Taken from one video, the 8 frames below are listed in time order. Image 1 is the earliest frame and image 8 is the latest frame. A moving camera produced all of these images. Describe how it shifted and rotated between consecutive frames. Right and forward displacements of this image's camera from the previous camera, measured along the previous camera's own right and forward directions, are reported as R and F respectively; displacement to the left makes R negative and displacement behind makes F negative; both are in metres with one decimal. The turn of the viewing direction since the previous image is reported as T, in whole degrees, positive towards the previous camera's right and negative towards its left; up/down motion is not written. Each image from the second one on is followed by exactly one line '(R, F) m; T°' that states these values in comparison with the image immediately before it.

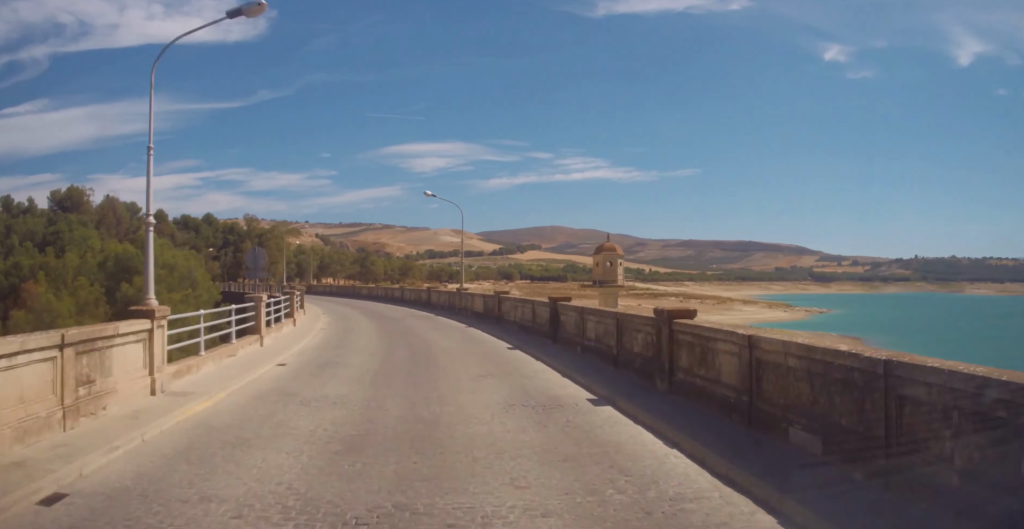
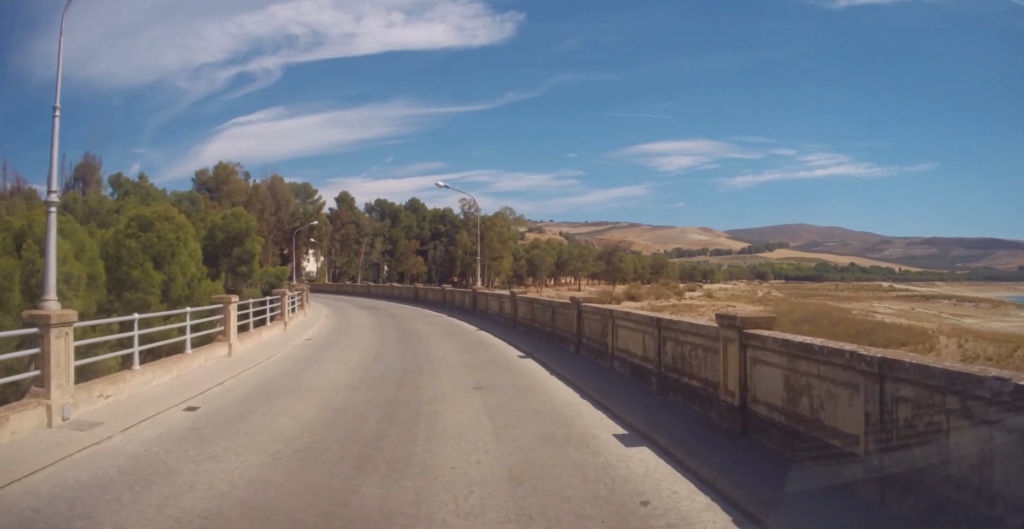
(-7.7, +41.9) m; -19°
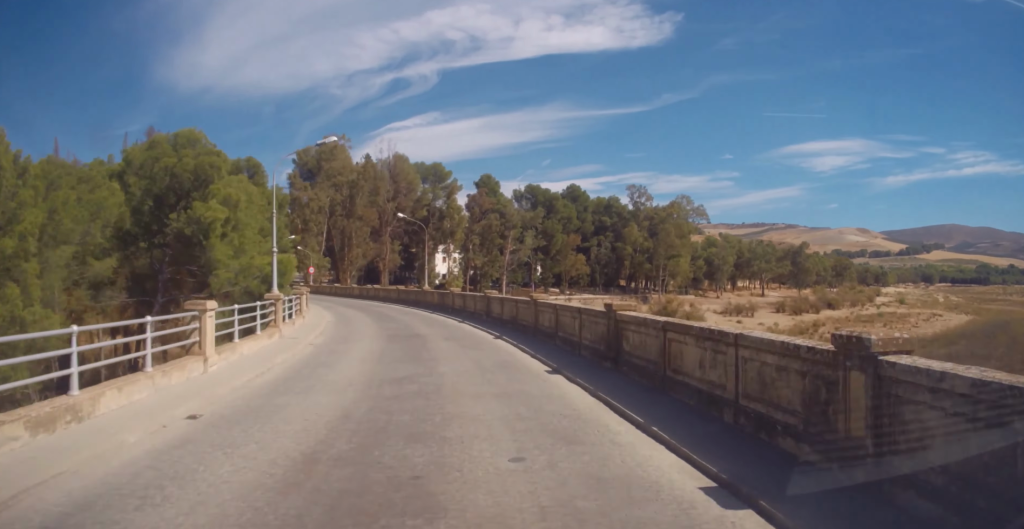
(-2.9, +31.2) m; -13°
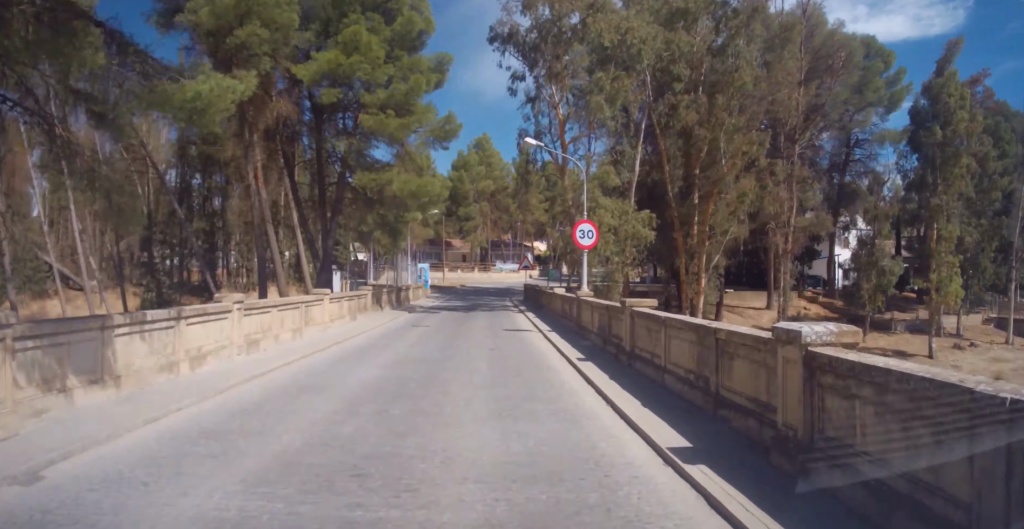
(-12.7, +60.4) m; -7°
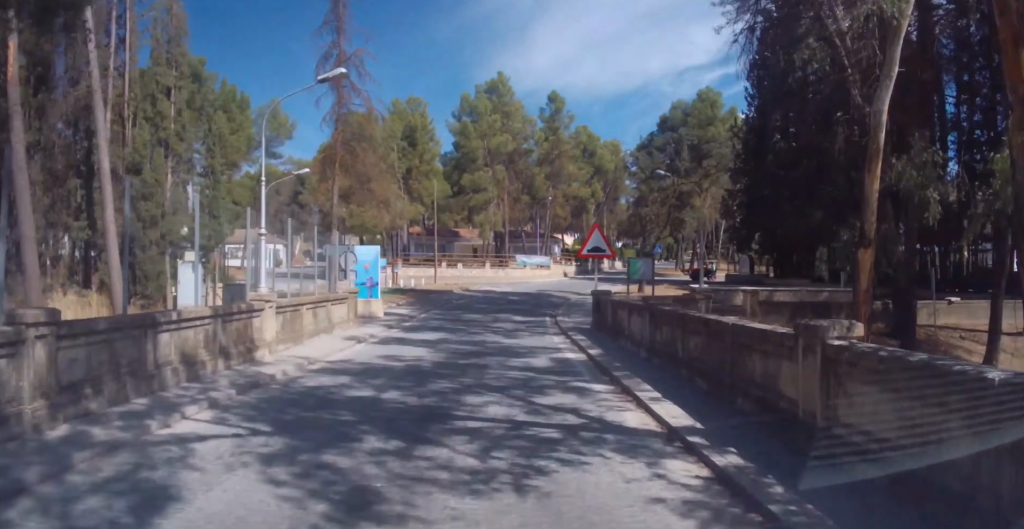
(-0.1, +29.7) m; +1°
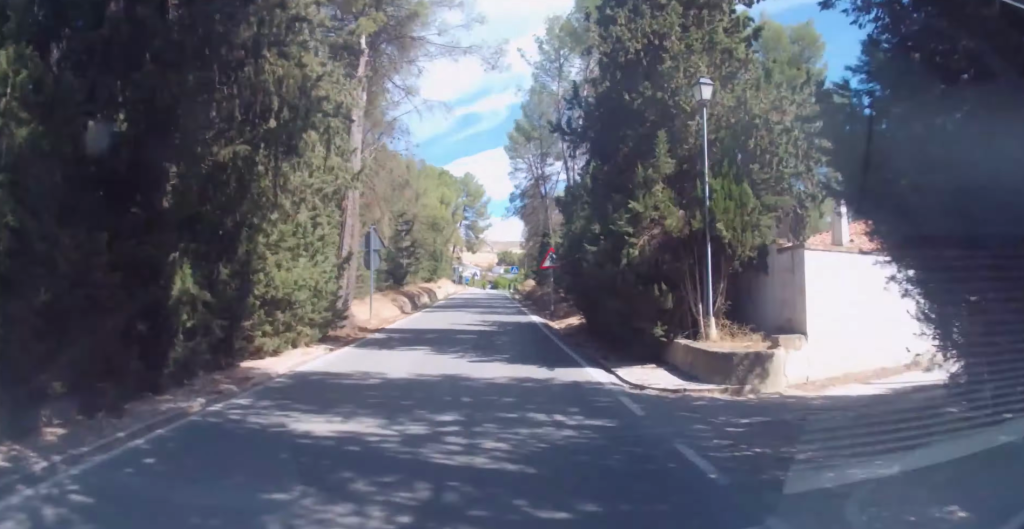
(+21.4, +146.8) m; +17°
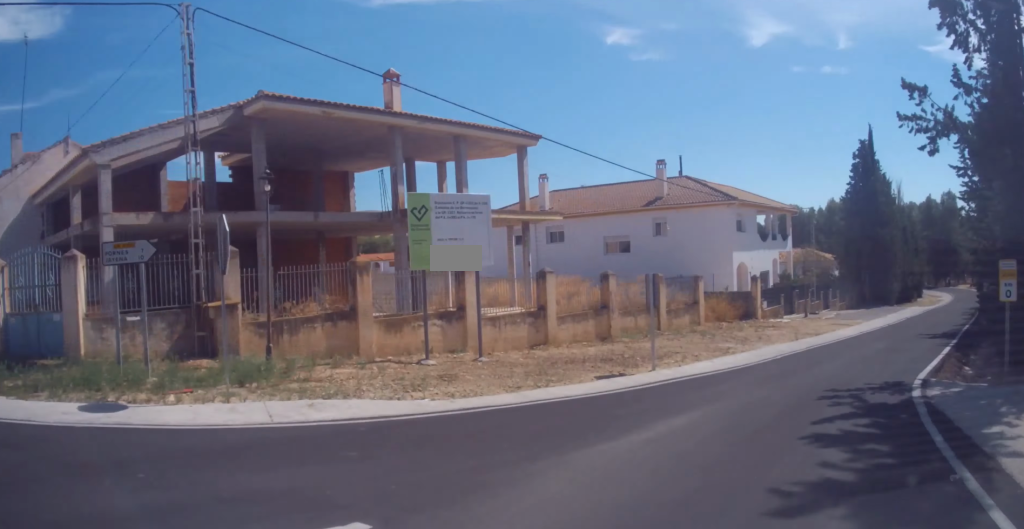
(+40.2, +86.0) m; +73°
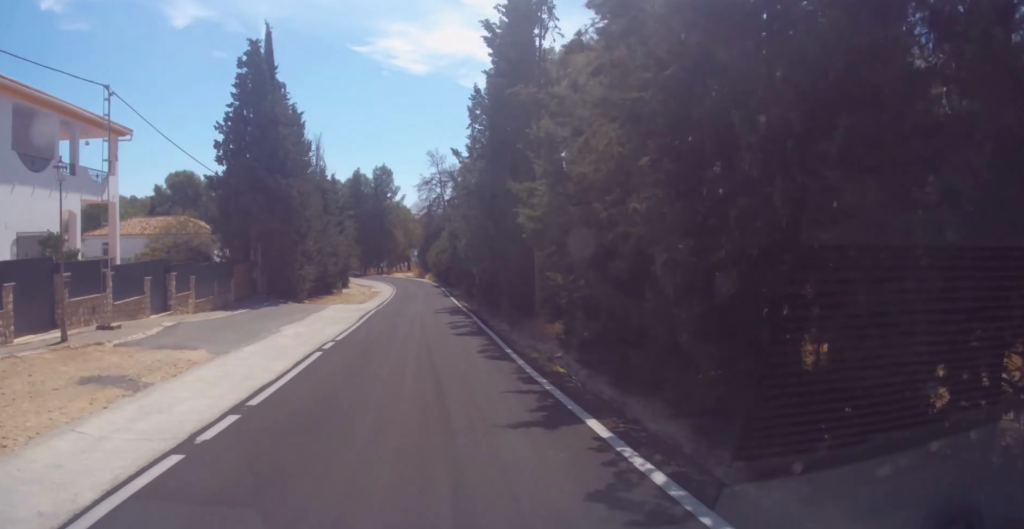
(+14.8, +30.6) m; +13°
